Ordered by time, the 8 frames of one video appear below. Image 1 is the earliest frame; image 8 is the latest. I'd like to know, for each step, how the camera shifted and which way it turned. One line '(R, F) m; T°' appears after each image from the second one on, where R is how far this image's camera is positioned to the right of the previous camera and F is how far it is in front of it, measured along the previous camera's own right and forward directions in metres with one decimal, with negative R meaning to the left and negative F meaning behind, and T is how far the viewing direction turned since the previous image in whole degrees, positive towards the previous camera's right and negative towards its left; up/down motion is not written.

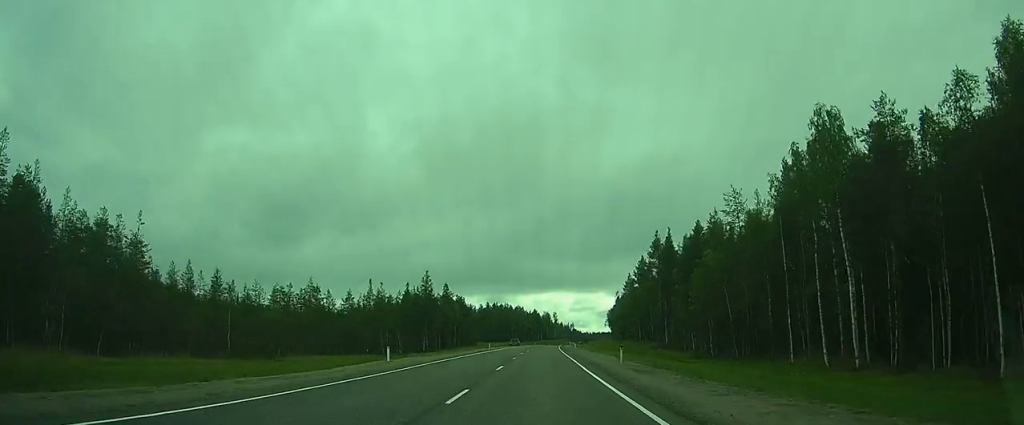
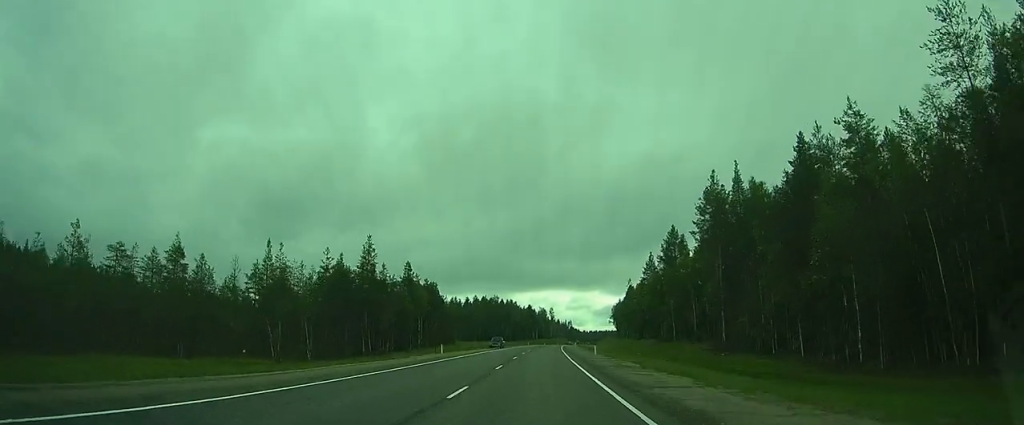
(+0.1, +36.0) m; +1°
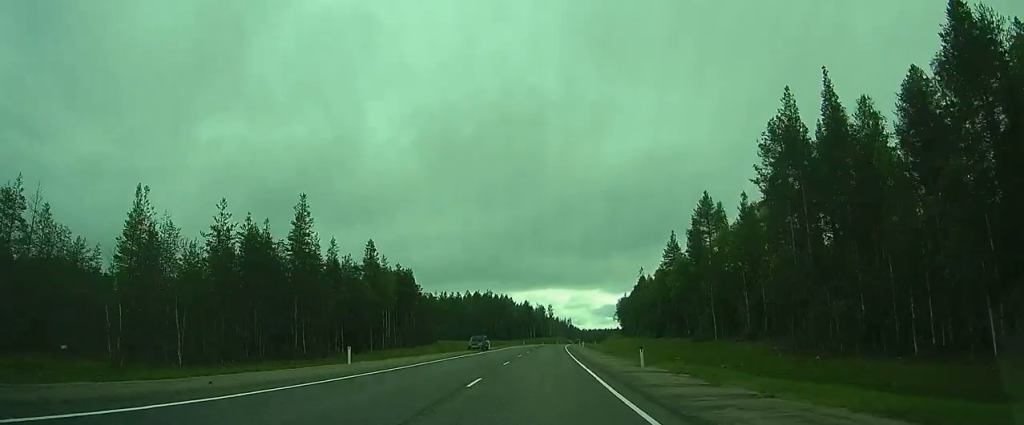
(+0.1, +21.5) m; 0°
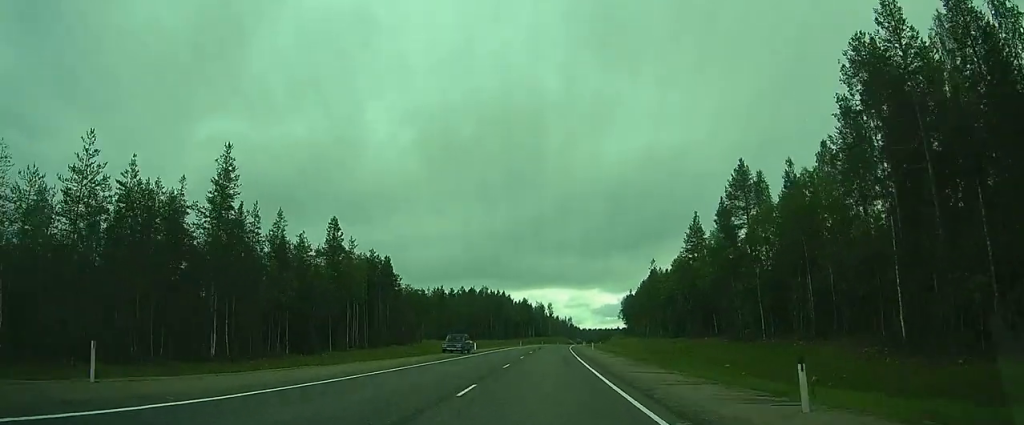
(0.0, +14.5) m; 0°
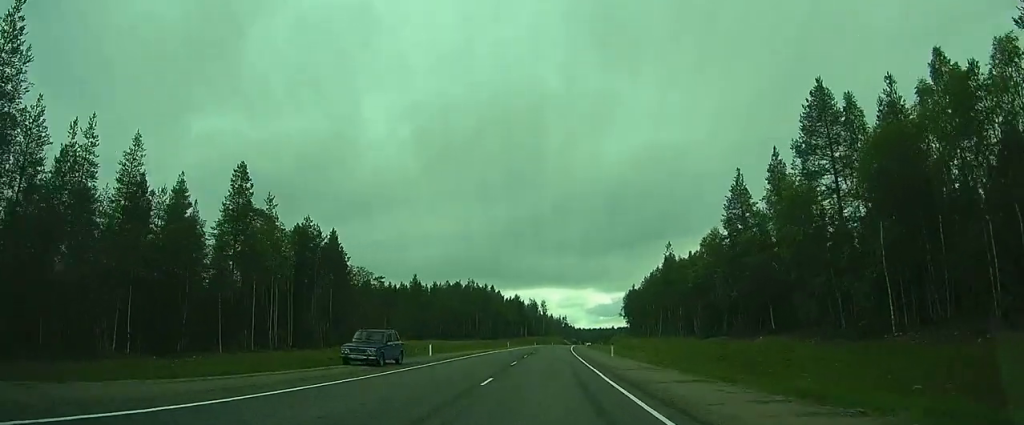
(0.0, +20.6) m; 0°
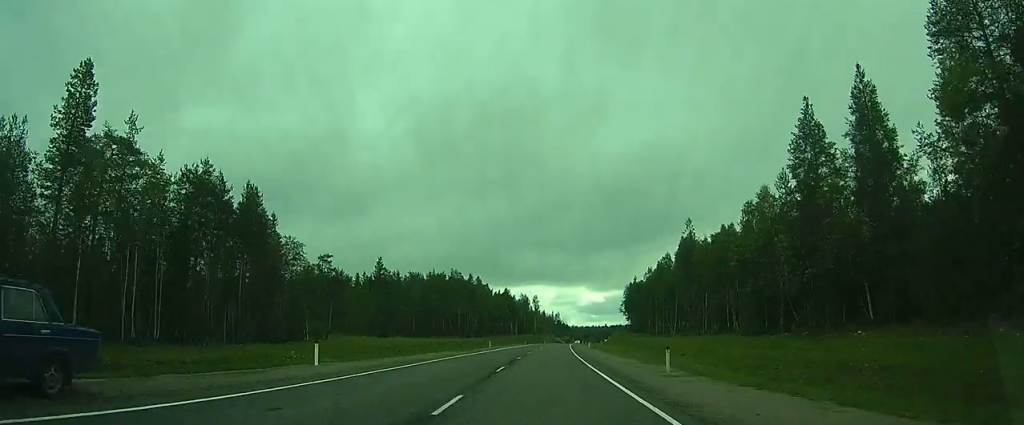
(+0.1, +18.4) m; +1°
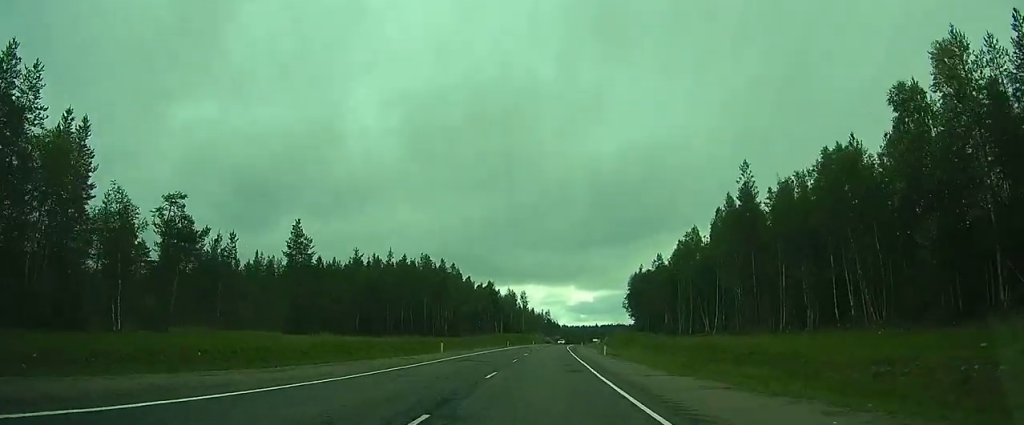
(+0.2, +27.0) m; 0°
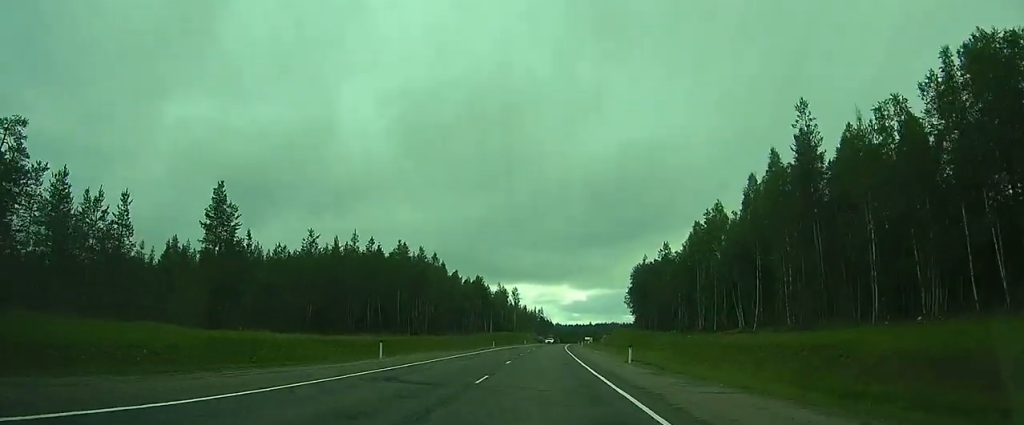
(0.0, +14.7) m; 0°
